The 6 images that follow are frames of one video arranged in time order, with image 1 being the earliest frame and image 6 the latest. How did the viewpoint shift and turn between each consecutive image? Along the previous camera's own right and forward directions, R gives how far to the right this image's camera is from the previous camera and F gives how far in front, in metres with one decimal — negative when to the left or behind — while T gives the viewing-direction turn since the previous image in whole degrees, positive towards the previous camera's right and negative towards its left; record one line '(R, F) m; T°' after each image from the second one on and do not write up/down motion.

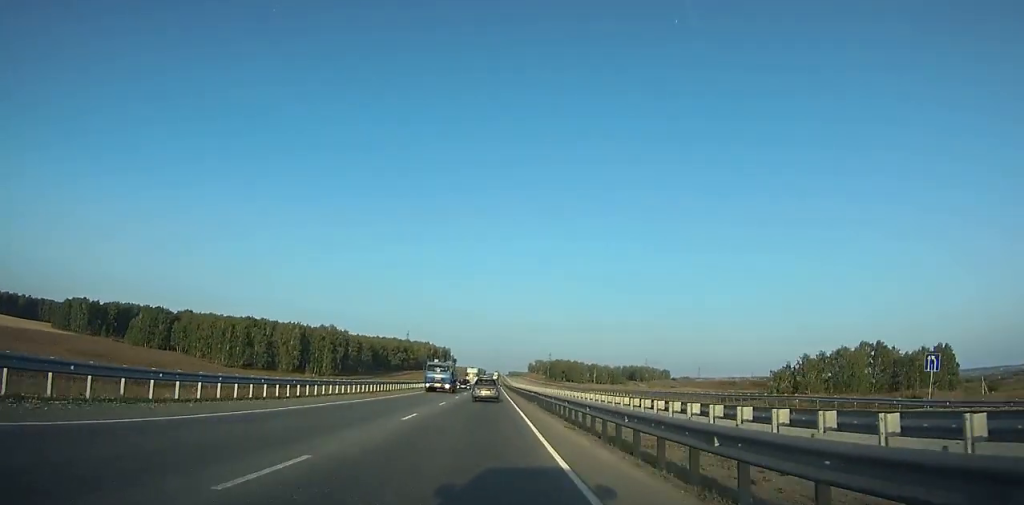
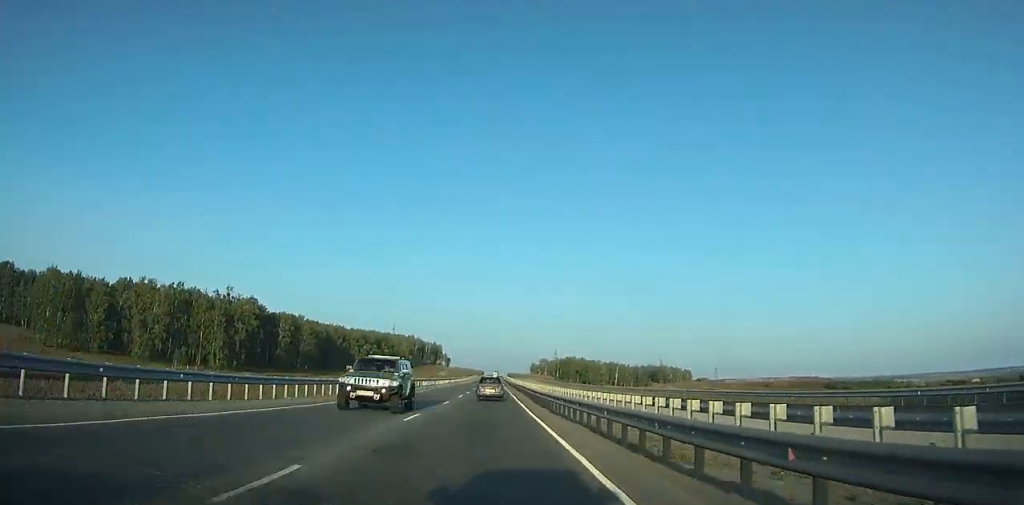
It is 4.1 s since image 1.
(-0.5, +99.2) m; -1°
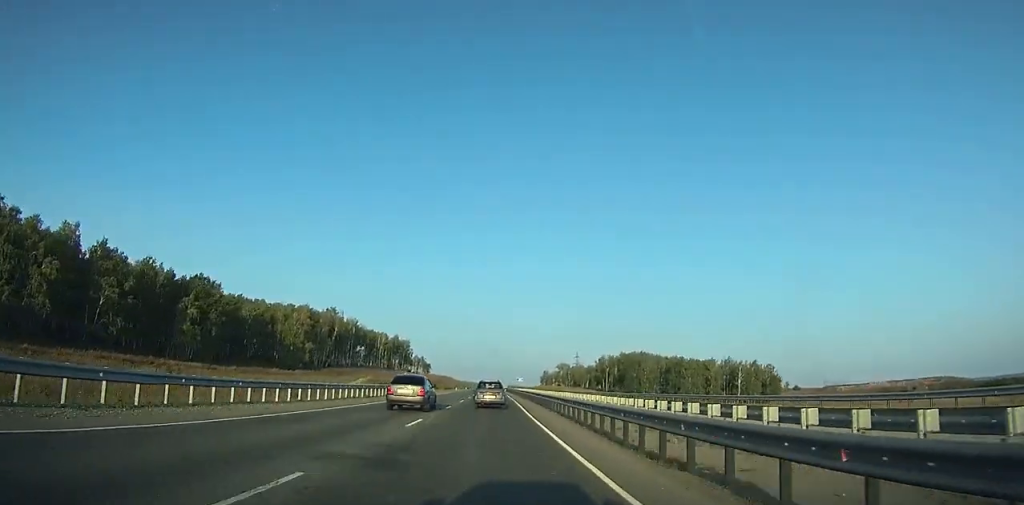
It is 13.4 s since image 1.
(+0.2, +220.1) m; 0°
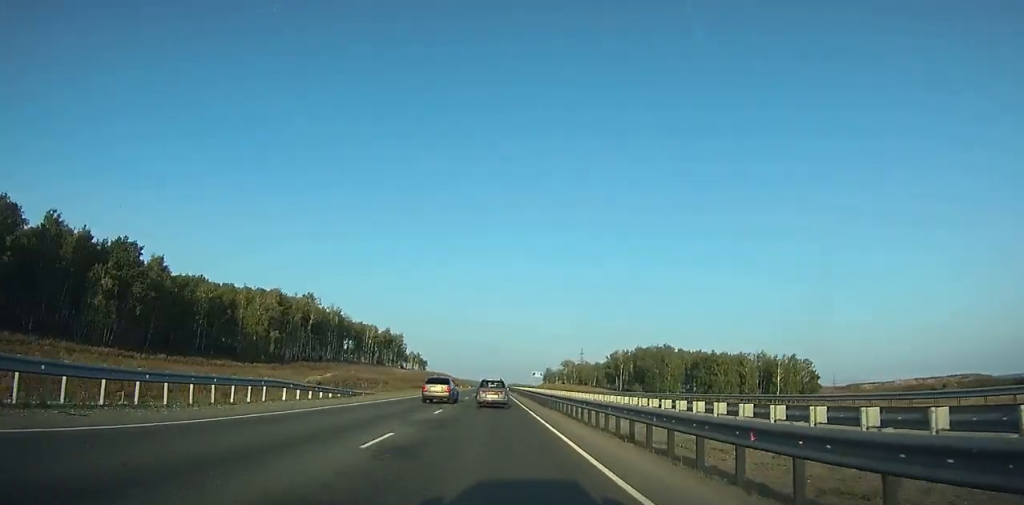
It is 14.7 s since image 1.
(+0.1, +30.0) m; 0°
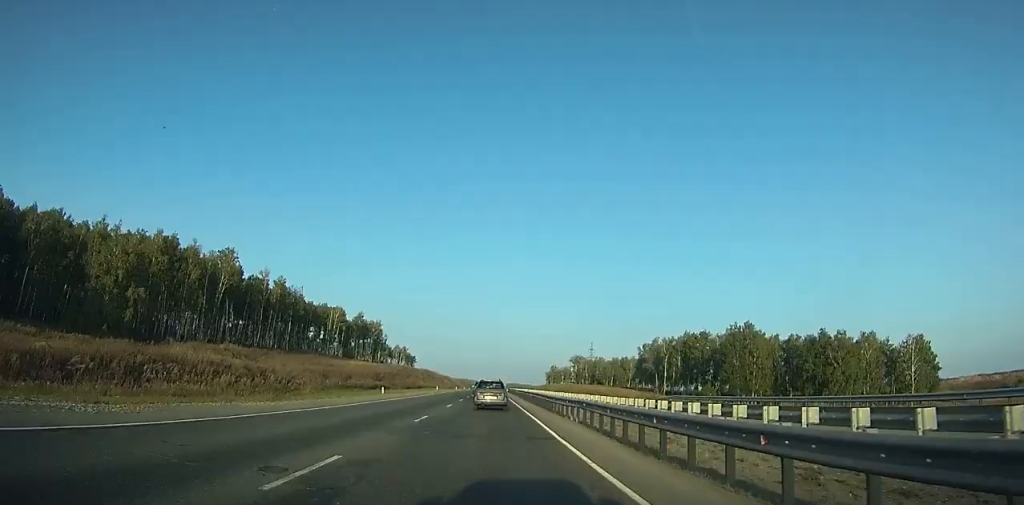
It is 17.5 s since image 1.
(-0.2, +63.5) m; 0°
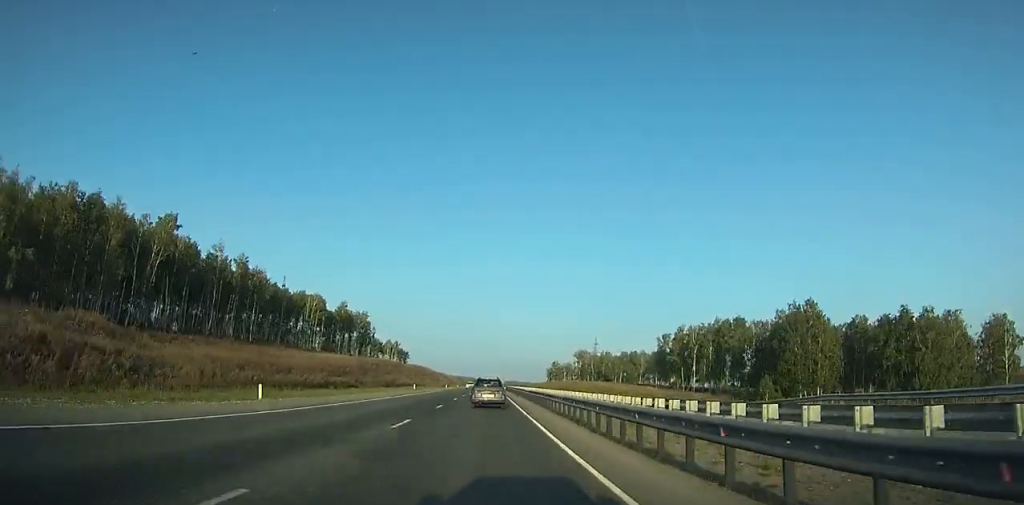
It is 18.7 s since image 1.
(0.0, +26.9) m; 0°
